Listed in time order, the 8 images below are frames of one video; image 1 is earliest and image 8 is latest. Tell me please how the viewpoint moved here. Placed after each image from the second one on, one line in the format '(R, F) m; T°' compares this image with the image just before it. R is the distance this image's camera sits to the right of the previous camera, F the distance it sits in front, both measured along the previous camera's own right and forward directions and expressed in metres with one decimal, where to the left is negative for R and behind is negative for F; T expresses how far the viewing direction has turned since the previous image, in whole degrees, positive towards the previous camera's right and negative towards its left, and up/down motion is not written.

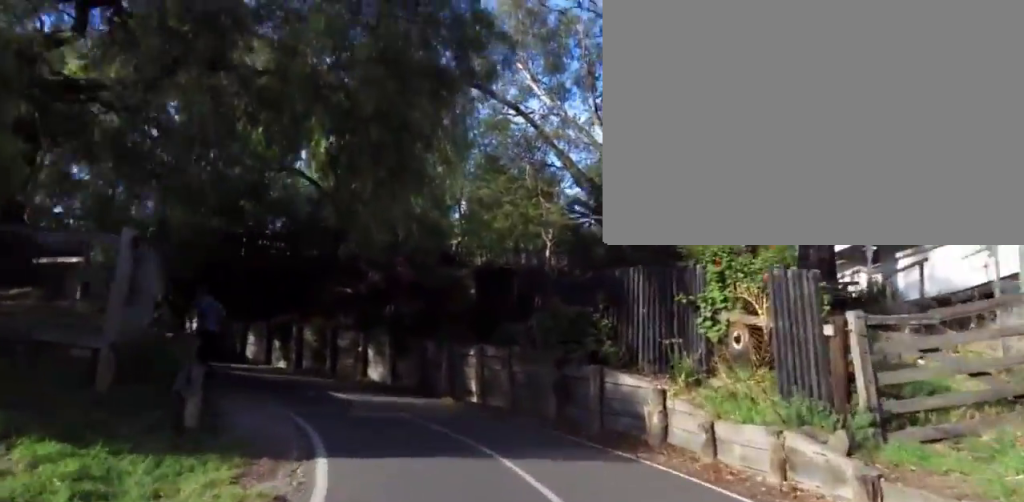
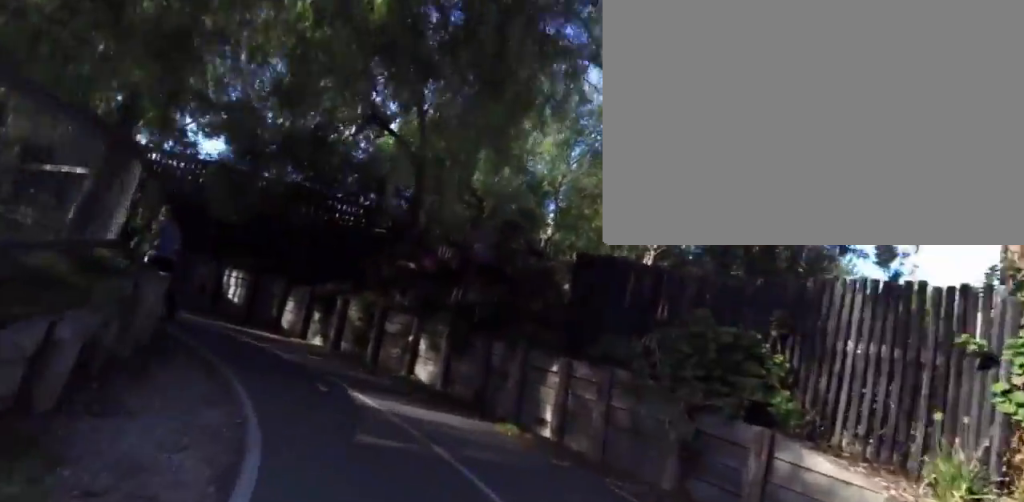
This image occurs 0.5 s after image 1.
(-0.3, +3.2) m; -14°
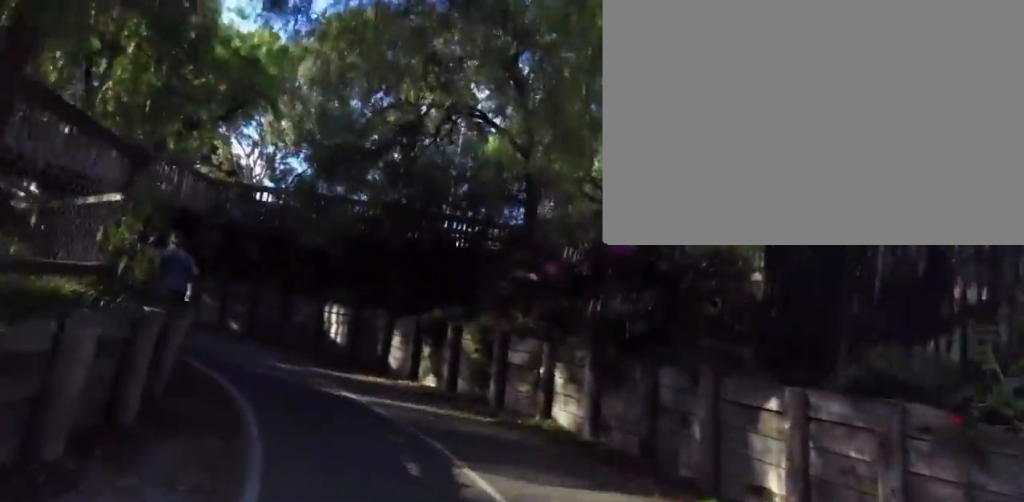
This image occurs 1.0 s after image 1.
(-0.1, +2.6) m; -11°
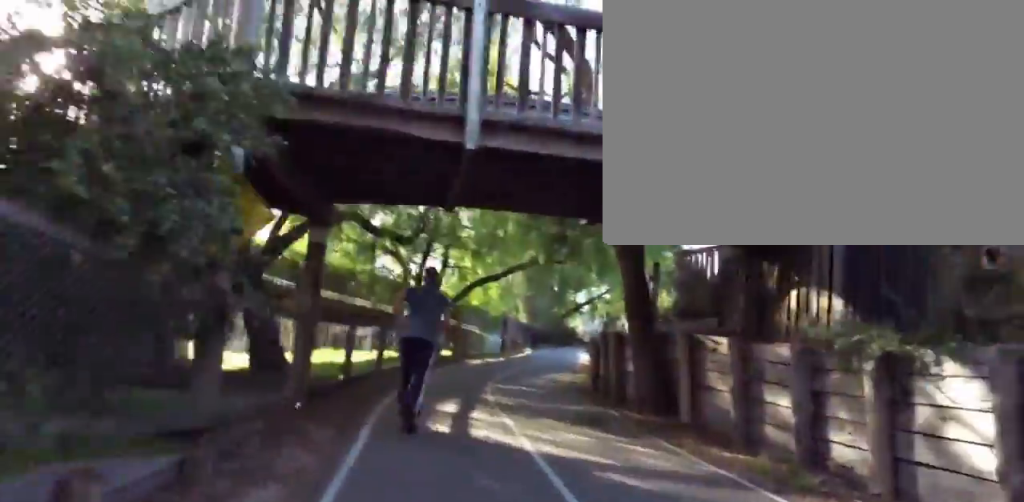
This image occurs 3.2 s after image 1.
(-3.4, +10.5) m; -23°
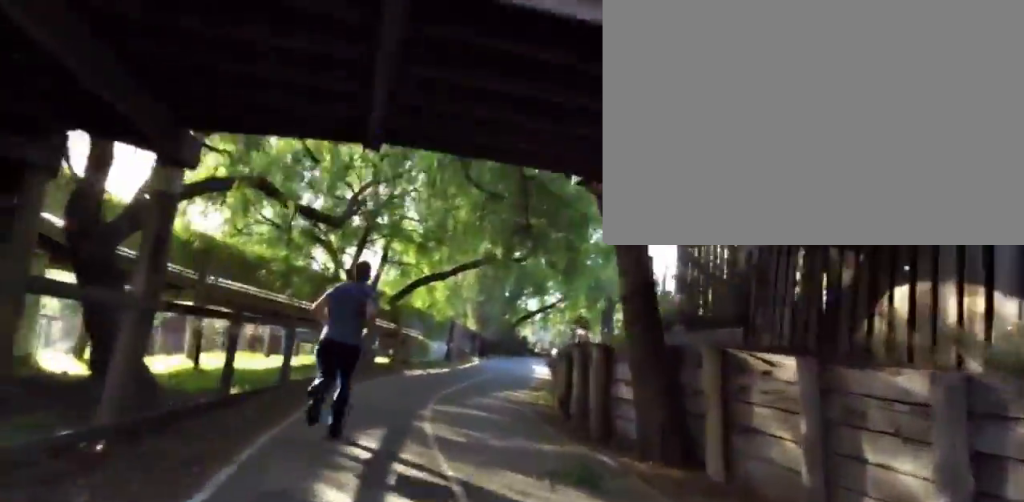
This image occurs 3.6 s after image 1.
(0.0, +2.3) m; -5°
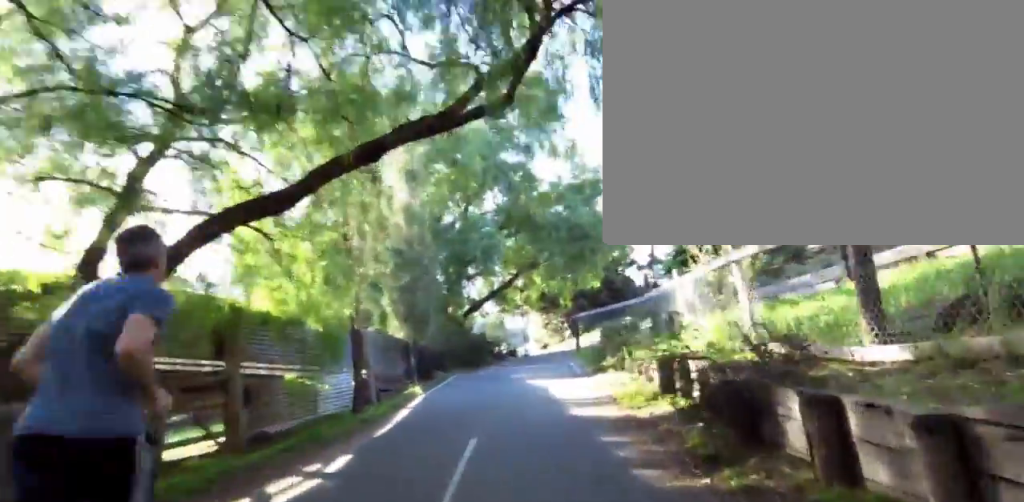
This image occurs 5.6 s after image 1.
(-2.9, +9.6) m; -29°
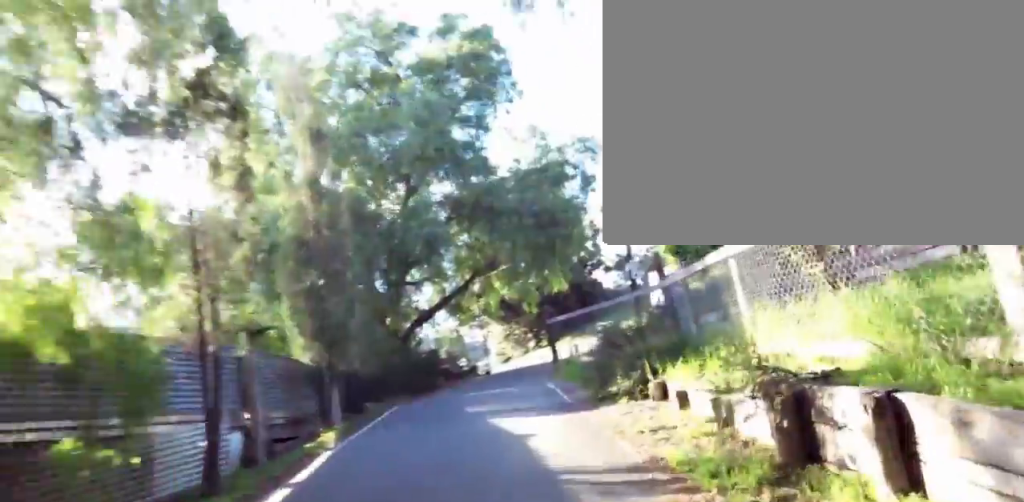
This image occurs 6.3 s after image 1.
(-0.2, +4.1) m; +3°
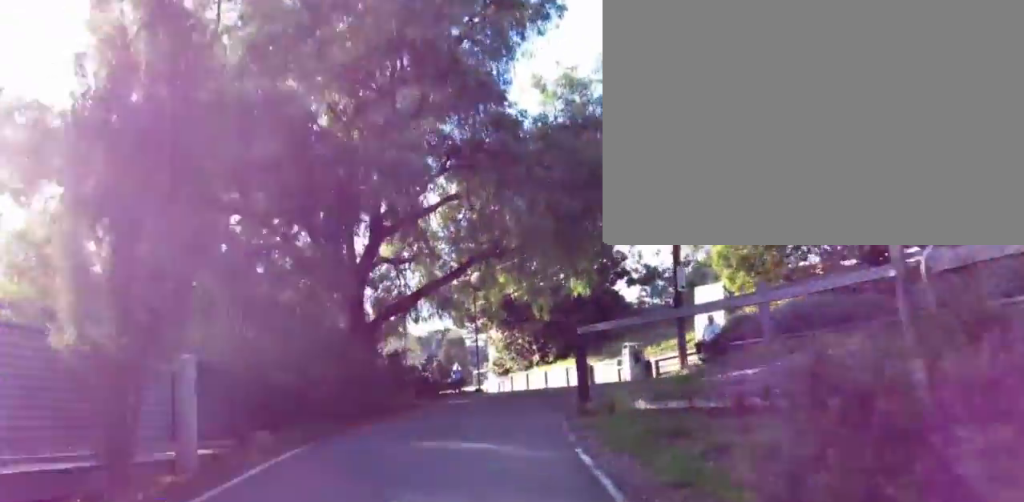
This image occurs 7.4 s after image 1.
(+0.5, +5.4) m; +15°
